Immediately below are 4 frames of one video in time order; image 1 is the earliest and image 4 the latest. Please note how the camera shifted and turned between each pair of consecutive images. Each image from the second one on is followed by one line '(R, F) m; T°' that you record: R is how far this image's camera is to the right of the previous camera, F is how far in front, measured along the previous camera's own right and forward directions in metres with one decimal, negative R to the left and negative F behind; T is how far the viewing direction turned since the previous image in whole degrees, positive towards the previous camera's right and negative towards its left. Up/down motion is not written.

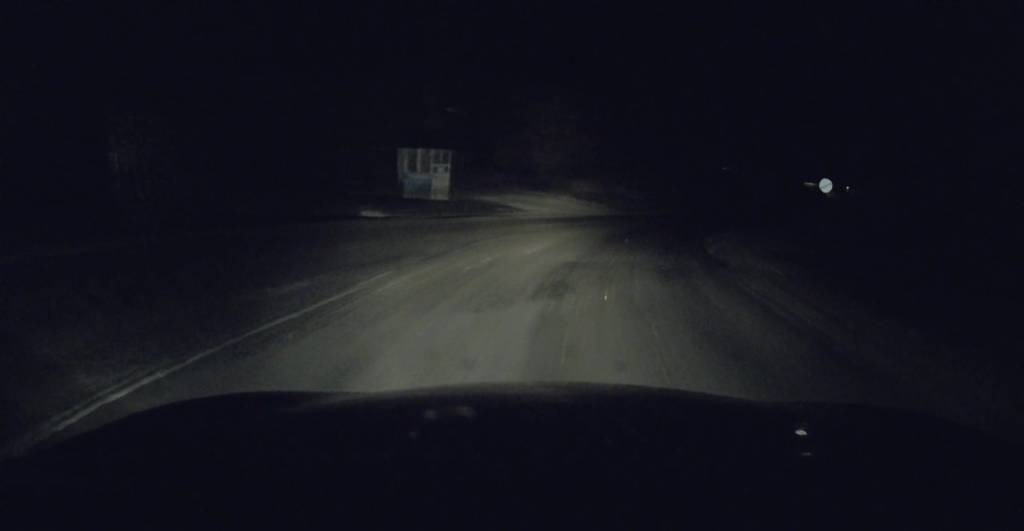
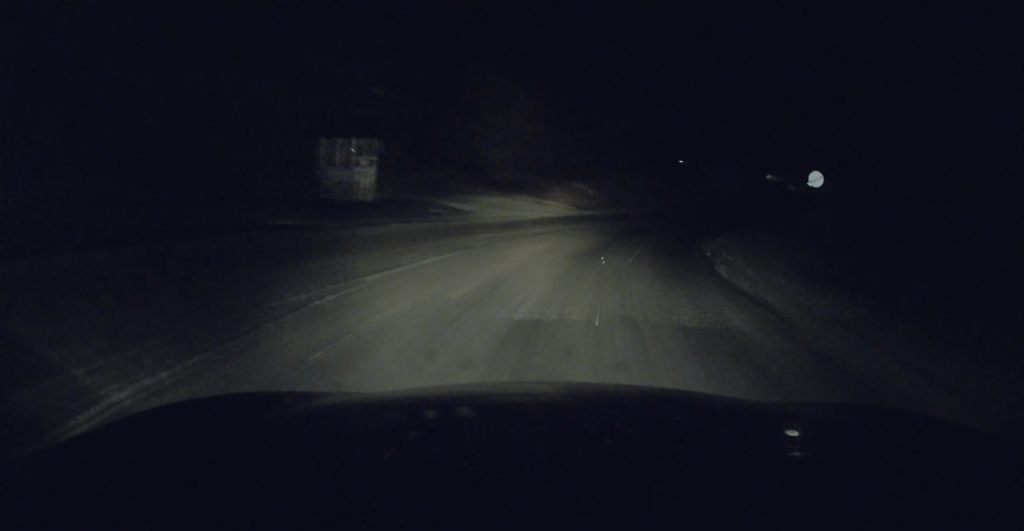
(0.0, +4.4) m; +3°
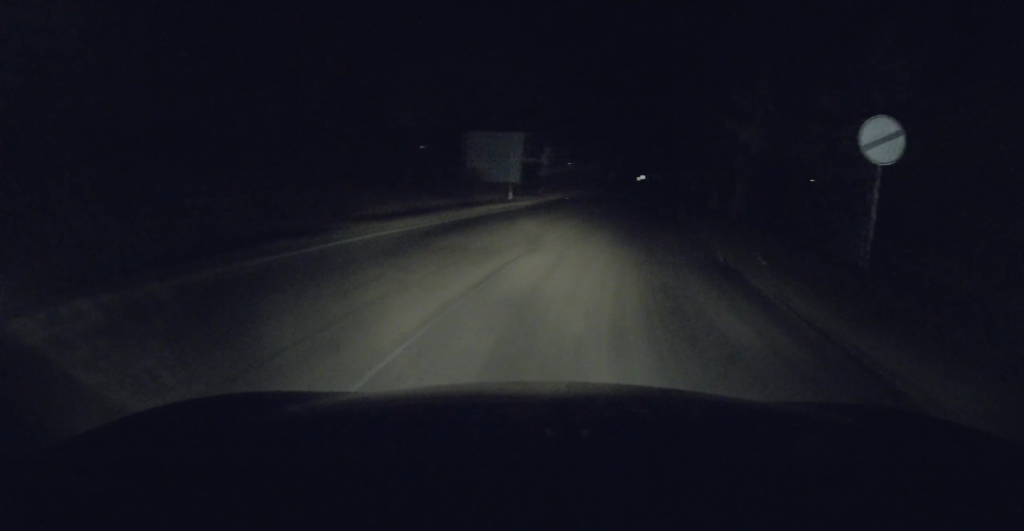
(+3.4, +20.9) m; +19°
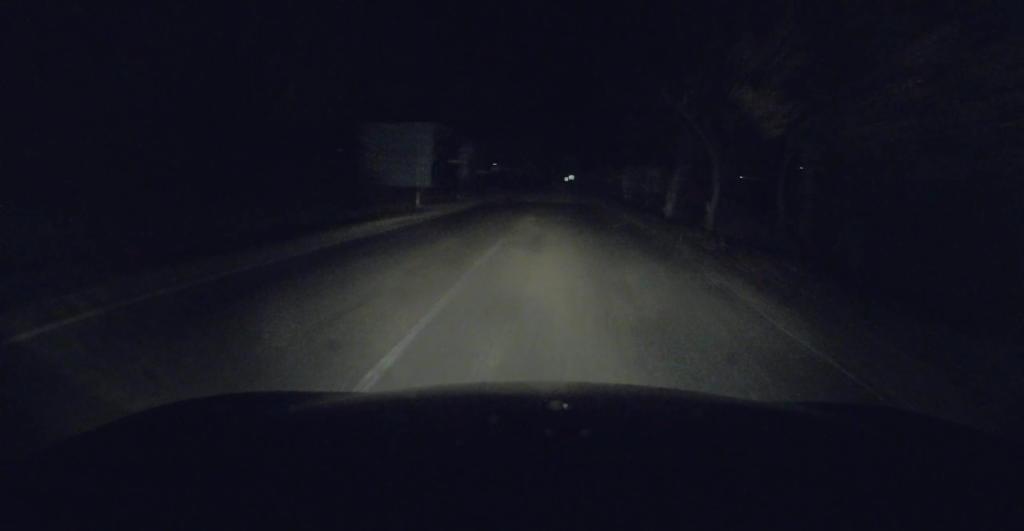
(+0.4, +6.8) m; +7°
